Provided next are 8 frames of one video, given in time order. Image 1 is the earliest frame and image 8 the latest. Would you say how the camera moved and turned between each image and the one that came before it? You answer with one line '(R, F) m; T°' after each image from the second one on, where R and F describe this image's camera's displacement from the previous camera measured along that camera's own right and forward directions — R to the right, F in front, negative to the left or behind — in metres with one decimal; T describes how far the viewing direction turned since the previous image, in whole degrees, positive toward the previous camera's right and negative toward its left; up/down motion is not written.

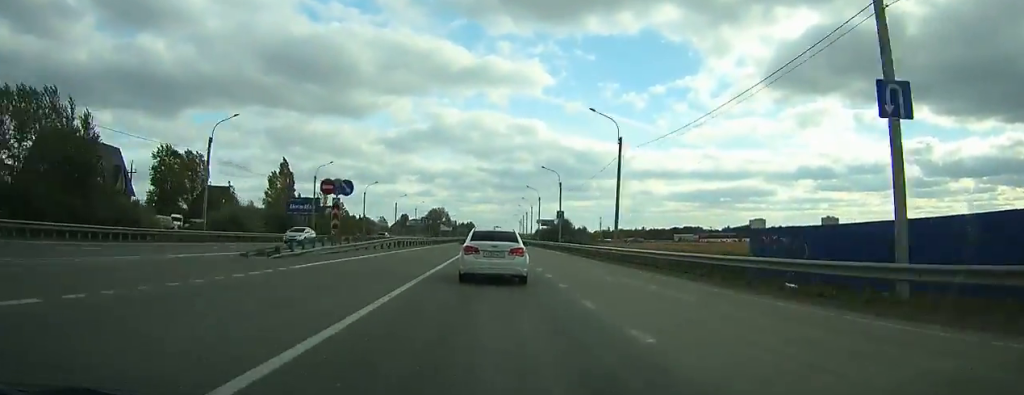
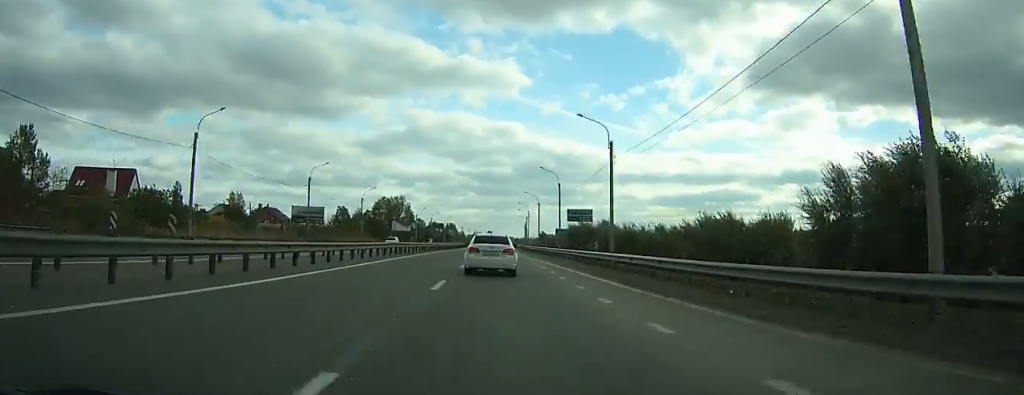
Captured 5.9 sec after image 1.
(+1.6, +120.9) m; +2°
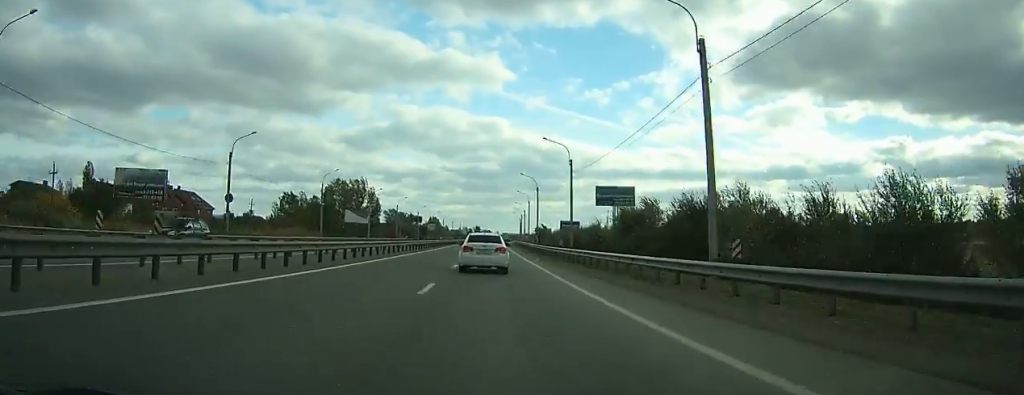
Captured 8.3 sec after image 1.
(+0.3, +50.0) m; +1°
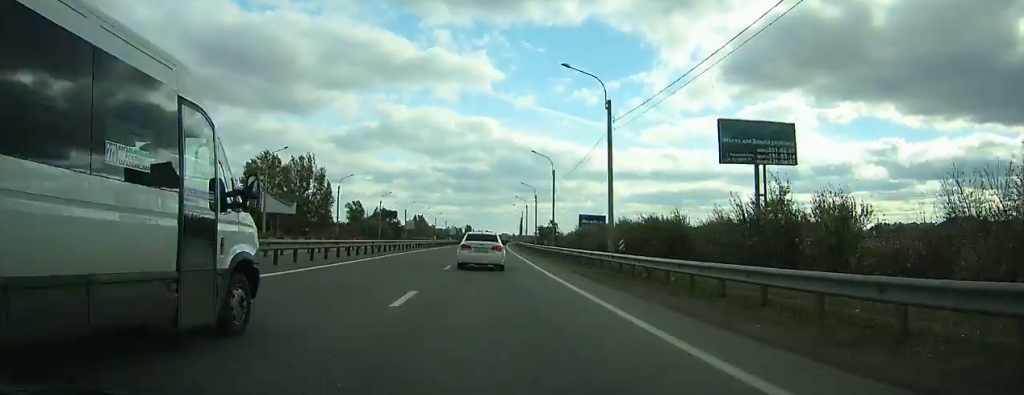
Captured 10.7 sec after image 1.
(+0.4, +50.4) m; +1°
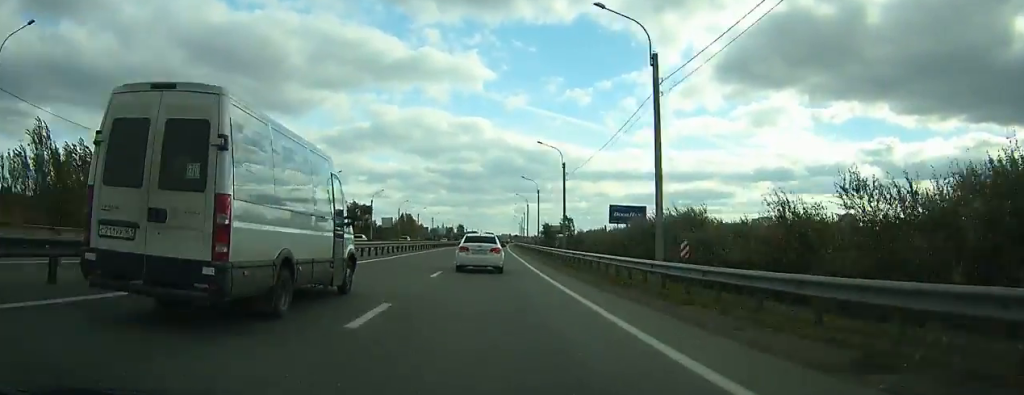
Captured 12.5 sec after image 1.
(+0.1, +38.2) m; +1°
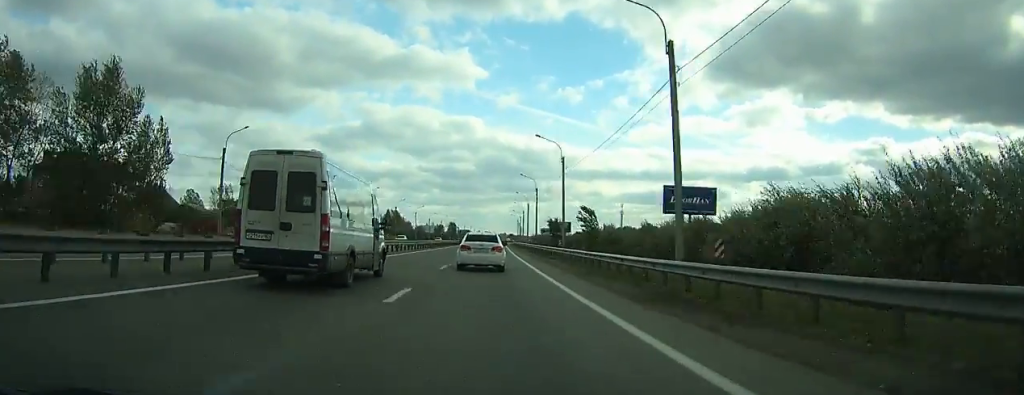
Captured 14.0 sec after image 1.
(+0.2, +32.5) m; 0°
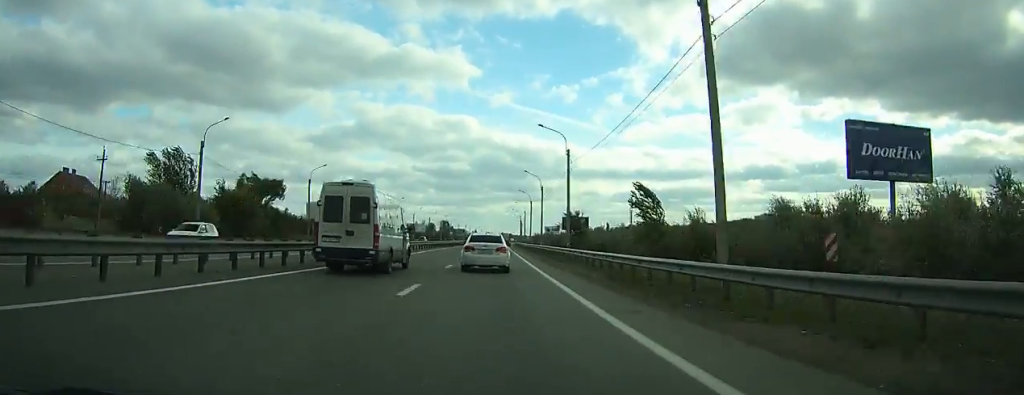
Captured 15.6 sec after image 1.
(+0.1, +34.8) m; 0°
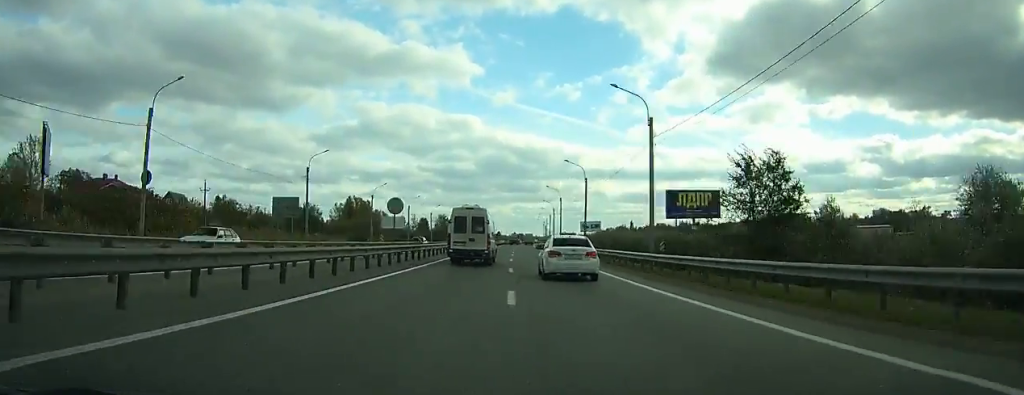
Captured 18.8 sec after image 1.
(+0.2, +72.2) m; 0°
